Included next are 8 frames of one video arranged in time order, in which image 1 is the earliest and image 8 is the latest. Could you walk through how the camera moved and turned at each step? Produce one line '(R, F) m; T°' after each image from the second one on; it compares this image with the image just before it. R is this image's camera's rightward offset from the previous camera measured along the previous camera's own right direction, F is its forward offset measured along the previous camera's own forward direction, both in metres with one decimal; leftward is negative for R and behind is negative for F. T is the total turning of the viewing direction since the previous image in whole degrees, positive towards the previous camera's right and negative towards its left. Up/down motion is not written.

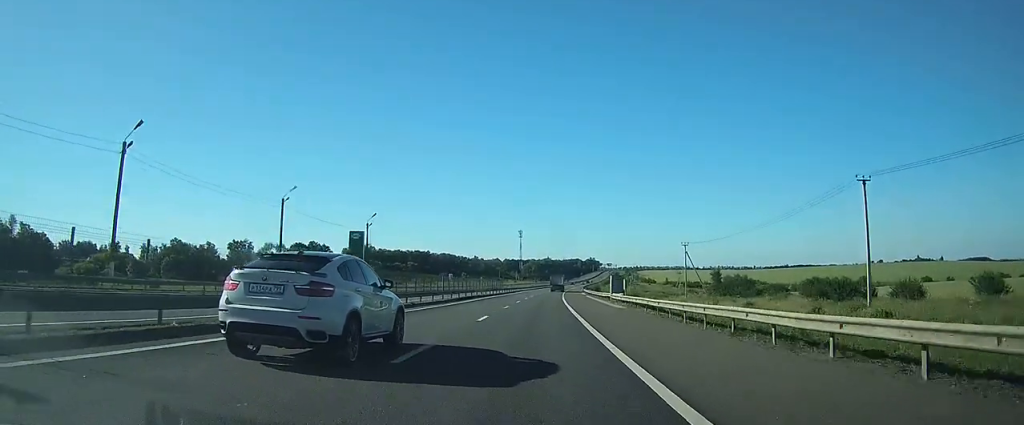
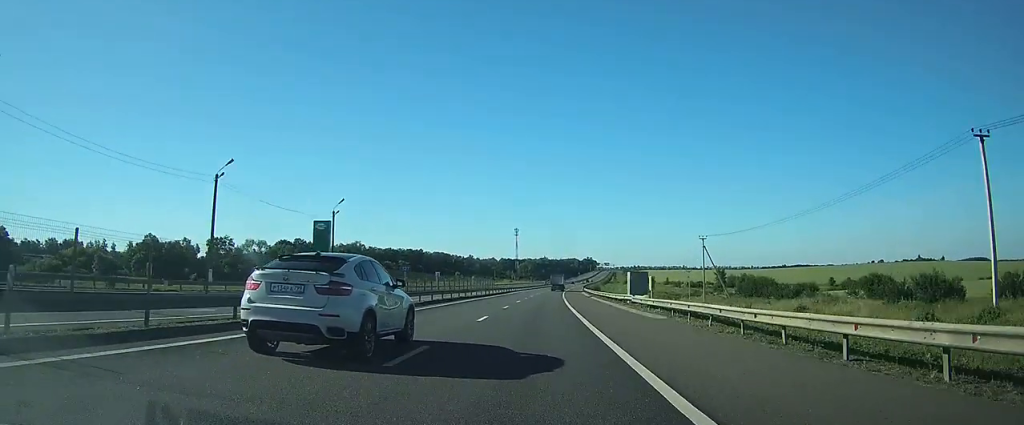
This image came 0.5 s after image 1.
(0.0, +12.7) m; 0°
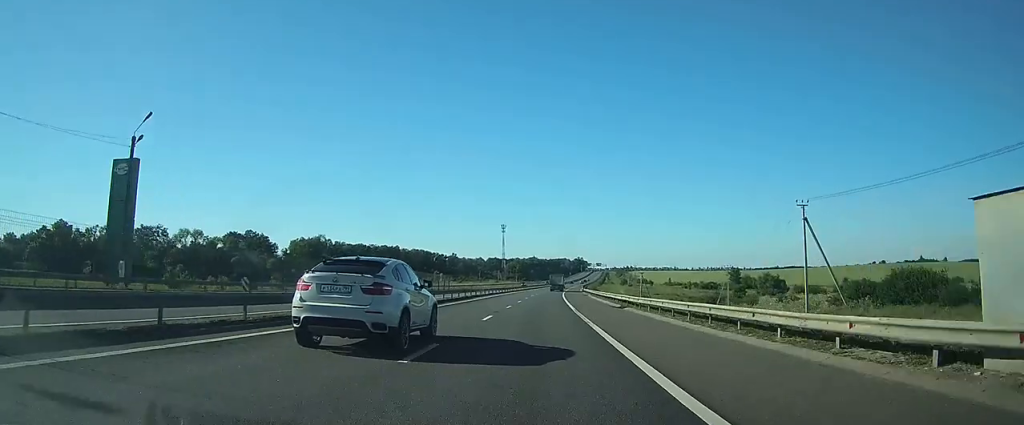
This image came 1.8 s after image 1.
(+0.3, +36.3) m; +1°
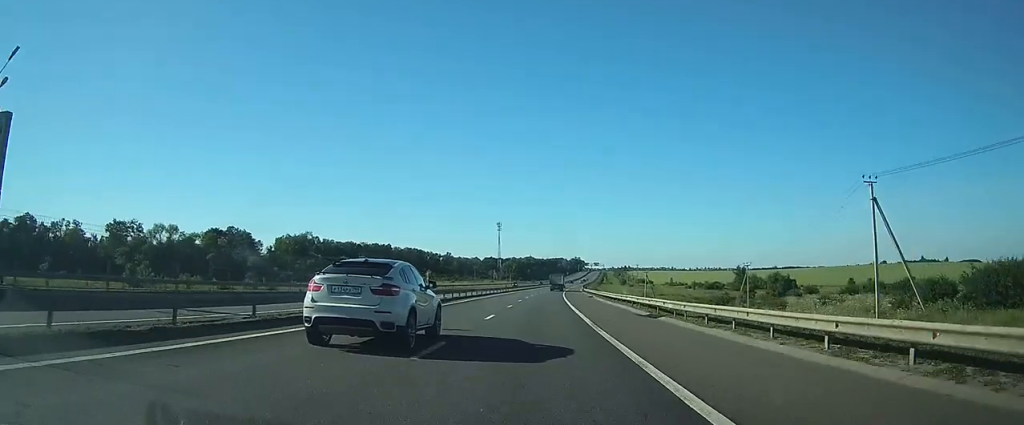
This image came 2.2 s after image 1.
(+0.1, +11.7) m; 0°
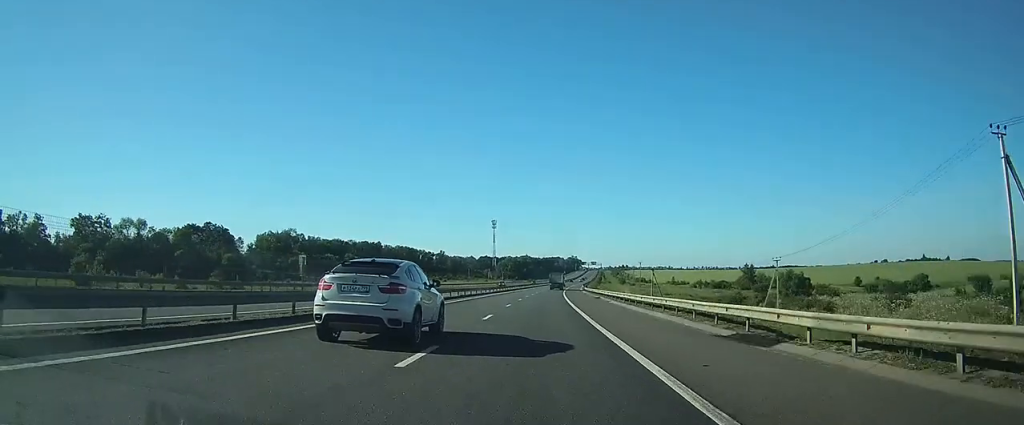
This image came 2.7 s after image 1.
(0.0, +13.5) m; 0°
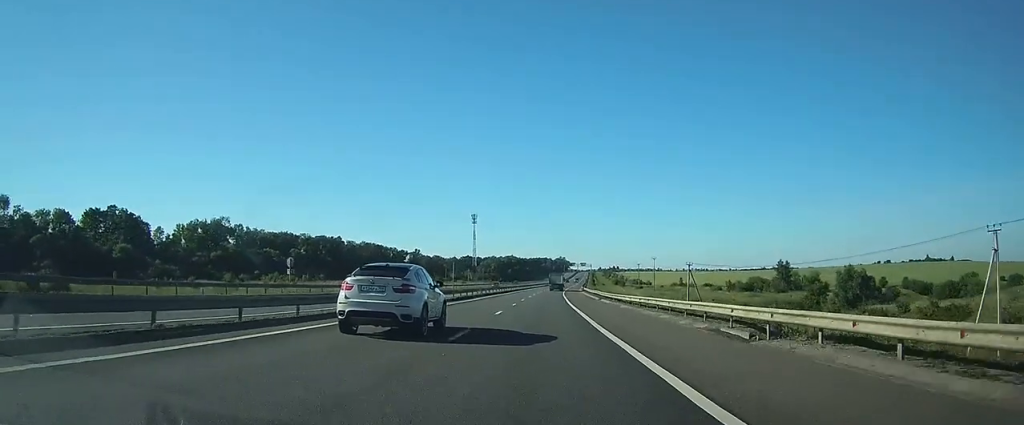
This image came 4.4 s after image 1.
(+0.3, +44.3) m; +1°
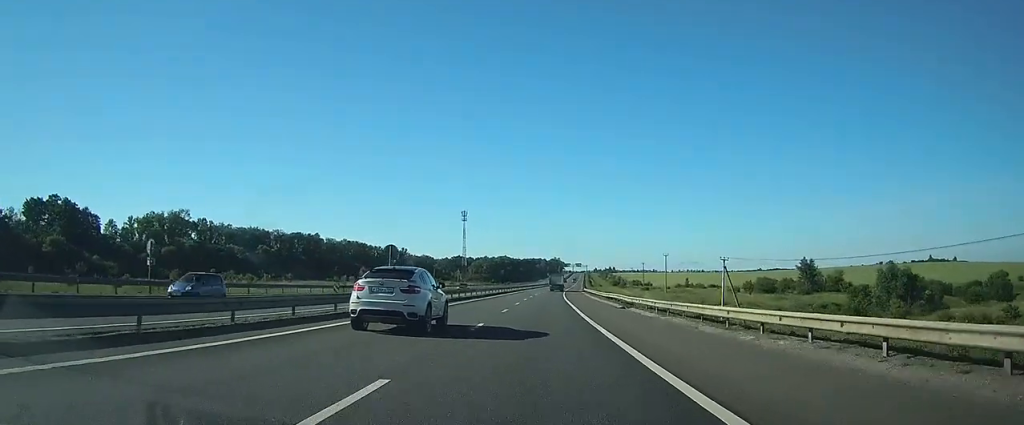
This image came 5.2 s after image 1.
(+0.2, +20.9) m; +1°
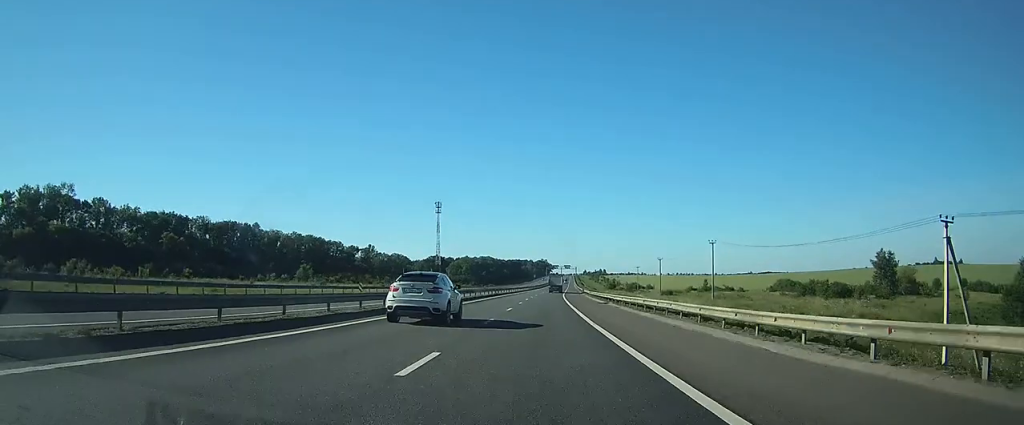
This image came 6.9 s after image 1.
(+0.6, +44.8) m; +2°
